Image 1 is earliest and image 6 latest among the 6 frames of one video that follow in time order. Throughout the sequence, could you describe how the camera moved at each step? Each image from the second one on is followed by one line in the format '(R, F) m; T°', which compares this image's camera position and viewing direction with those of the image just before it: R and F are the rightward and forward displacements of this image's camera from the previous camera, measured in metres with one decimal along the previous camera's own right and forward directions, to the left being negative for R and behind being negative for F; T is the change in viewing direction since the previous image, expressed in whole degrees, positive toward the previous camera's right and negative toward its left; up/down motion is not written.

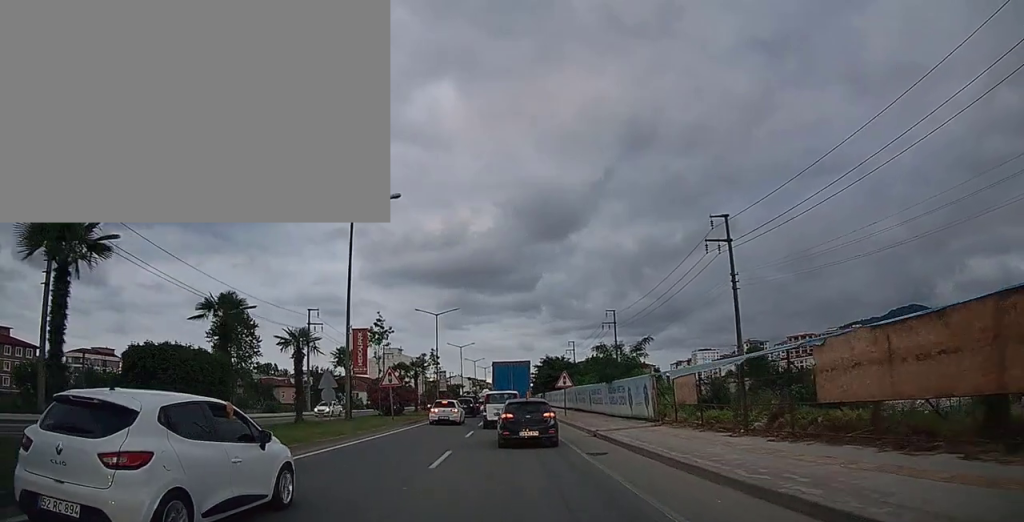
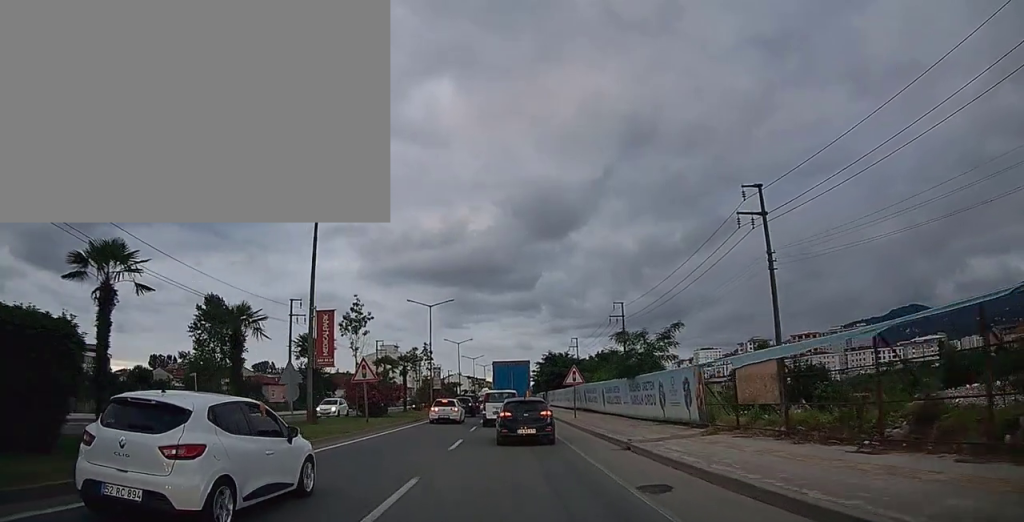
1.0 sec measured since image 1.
(0.0, +5.7) m; 0°
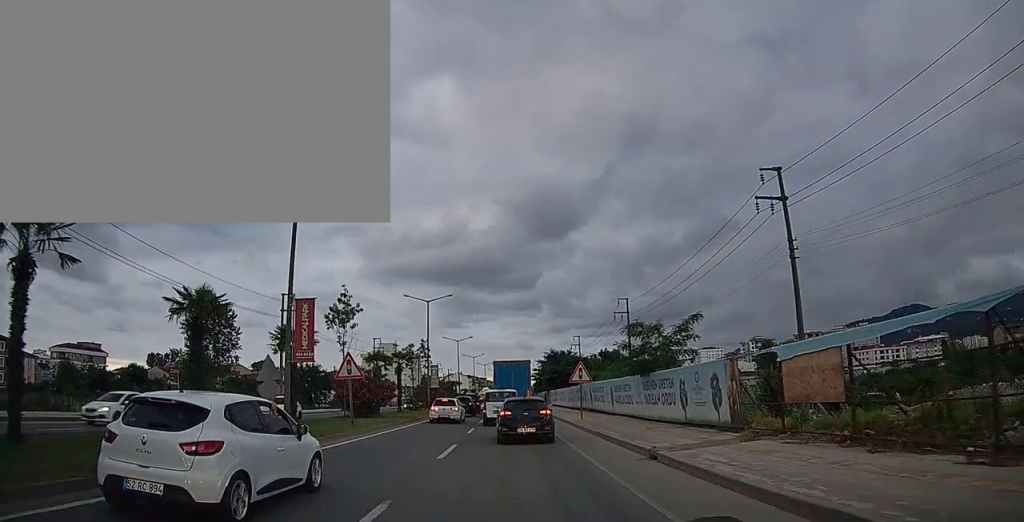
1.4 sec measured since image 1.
(+0.1, +2.6) m; 0°
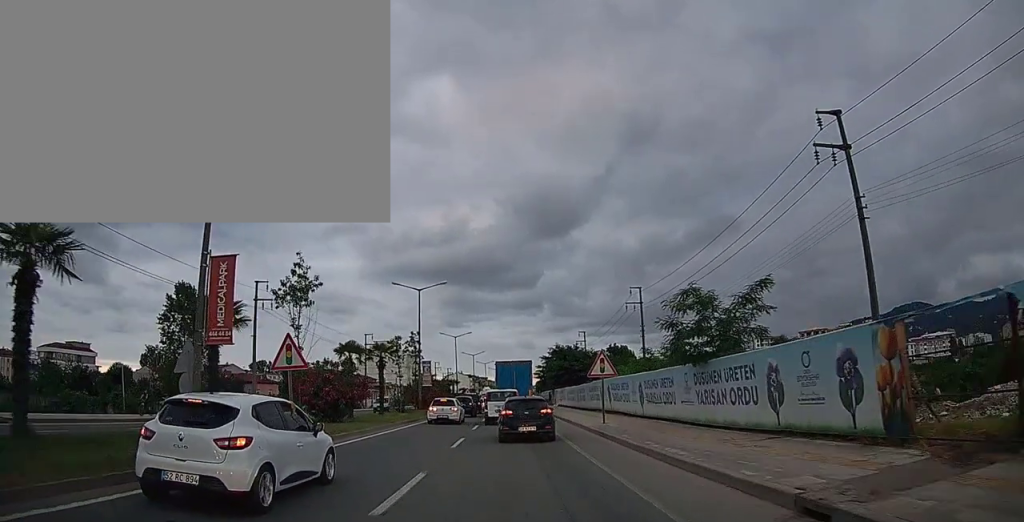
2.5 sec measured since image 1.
(-0.2, +6.8) m; -1°
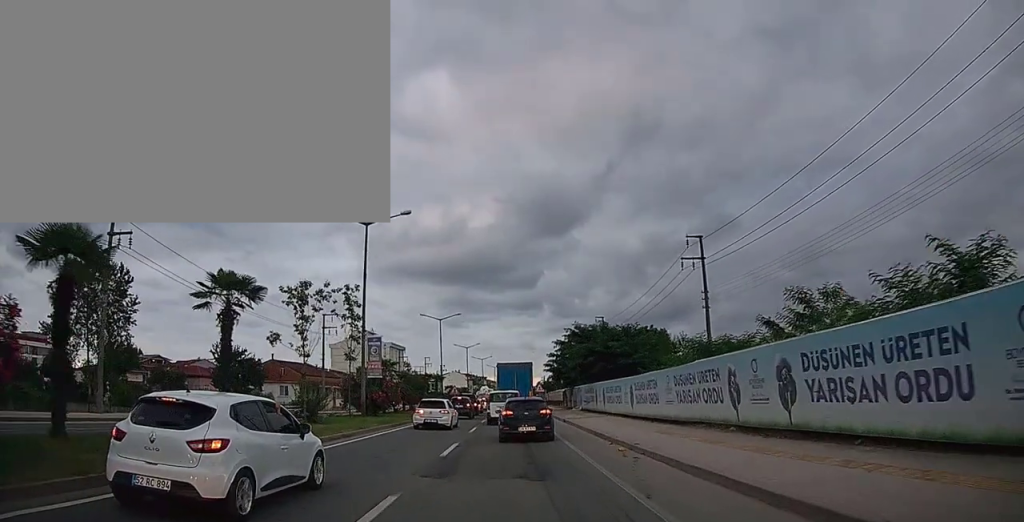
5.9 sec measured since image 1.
(+0.1, +21.8) m; 0°
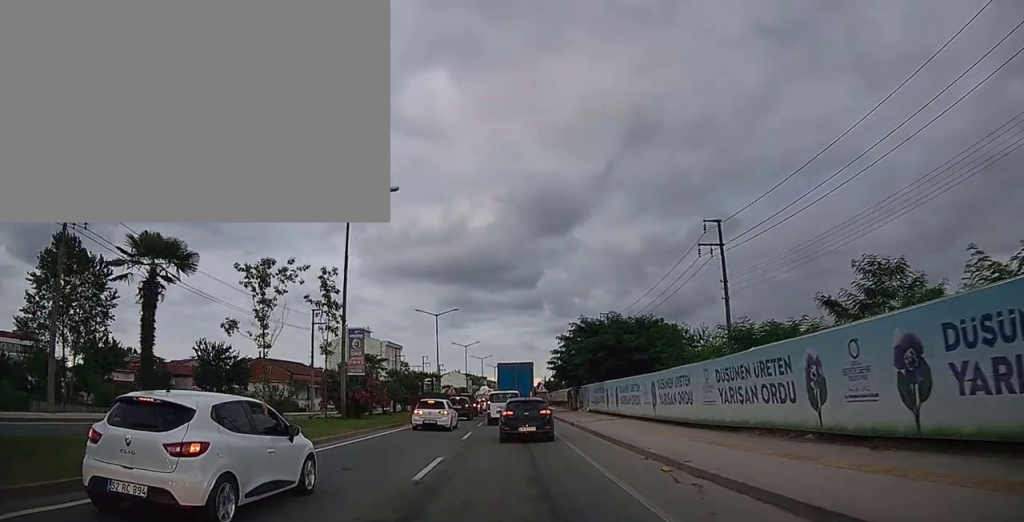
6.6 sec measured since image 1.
(0.0, +4.2) m; 0°
